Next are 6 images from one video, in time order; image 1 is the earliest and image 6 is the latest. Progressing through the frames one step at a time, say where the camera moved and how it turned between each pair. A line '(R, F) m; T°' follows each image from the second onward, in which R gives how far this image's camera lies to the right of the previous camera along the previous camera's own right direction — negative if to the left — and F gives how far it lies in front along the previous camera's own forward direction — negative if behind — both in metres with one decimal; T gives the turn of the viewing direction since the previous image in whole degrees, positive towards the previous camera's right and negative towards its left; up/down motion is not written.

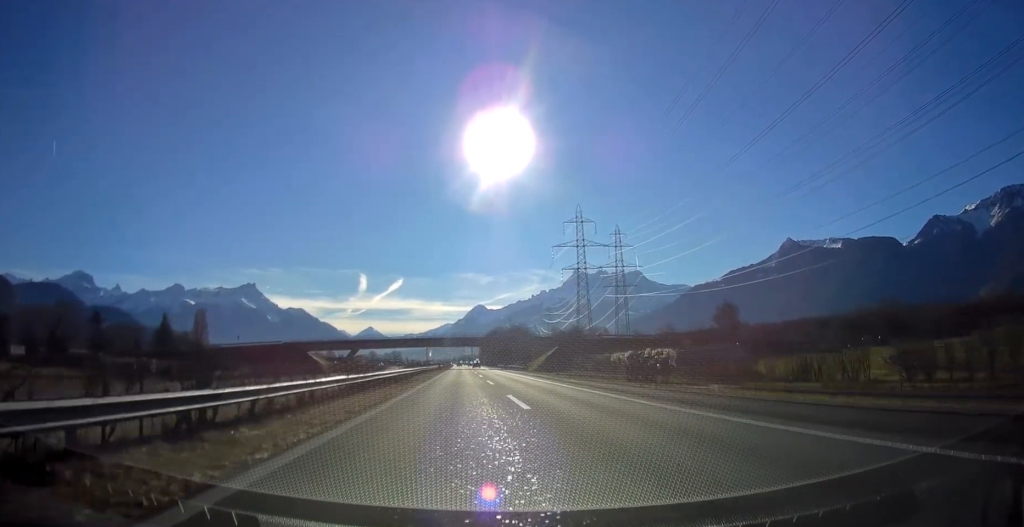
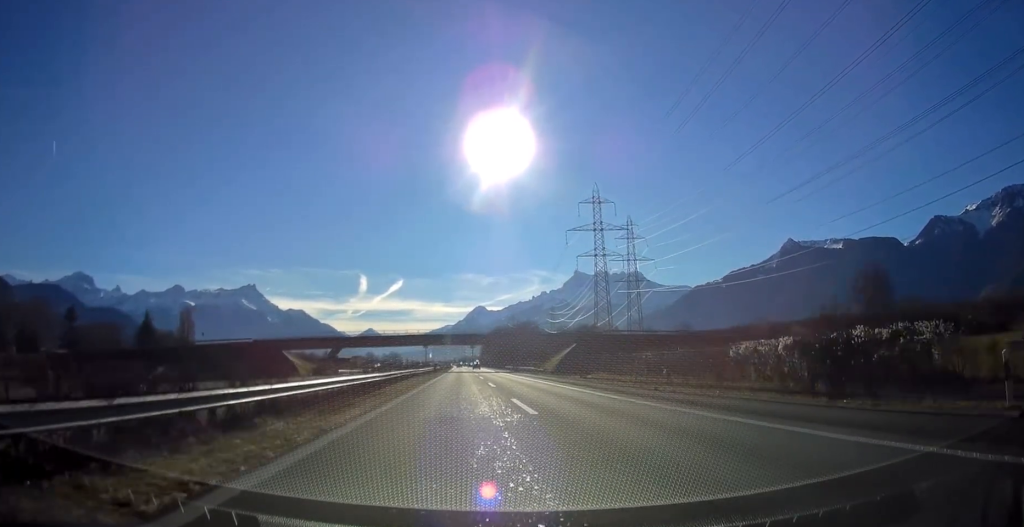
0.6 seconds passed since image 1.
(0.0, +20.3) m; 0°
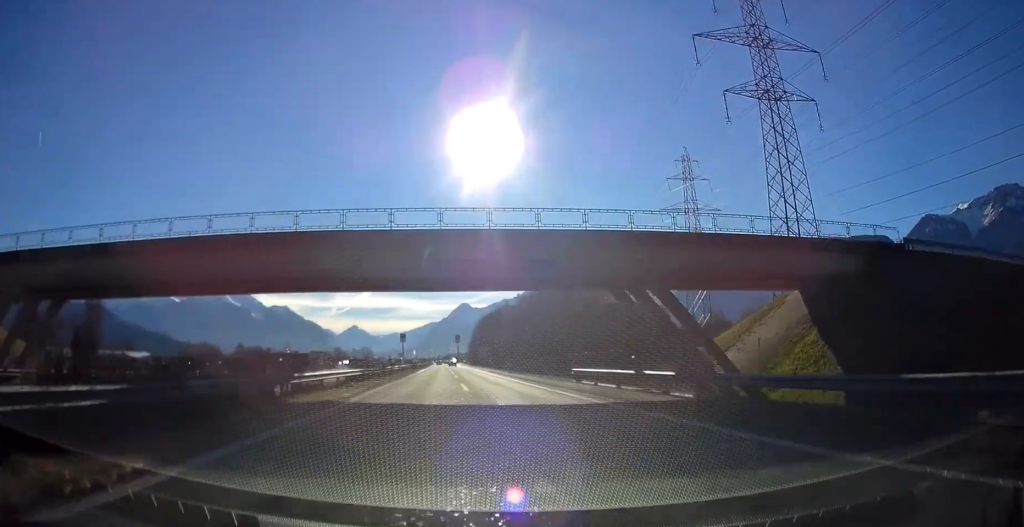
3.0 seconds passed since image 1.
(+0.7, +82.4) m; +1°
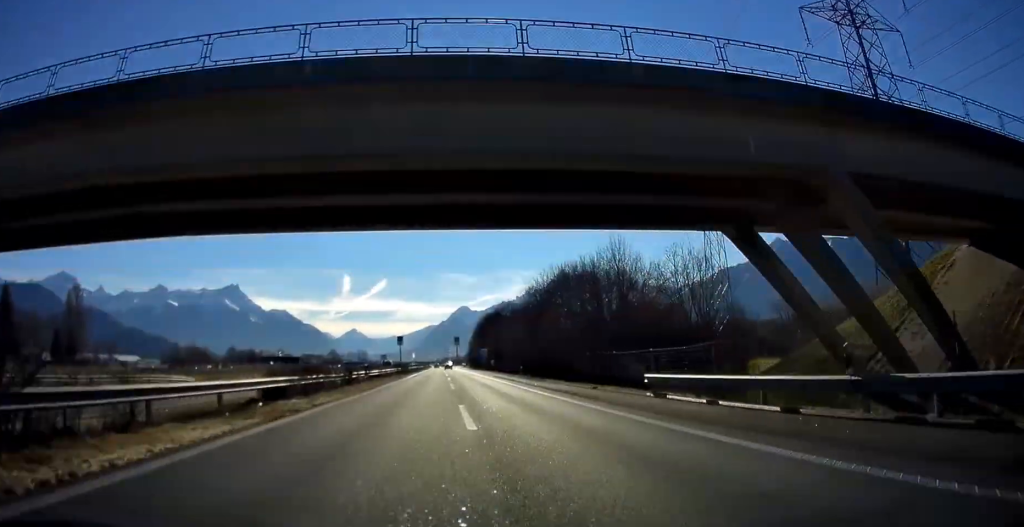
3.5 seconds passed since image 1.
(+0.1, +15.8) m; 0°
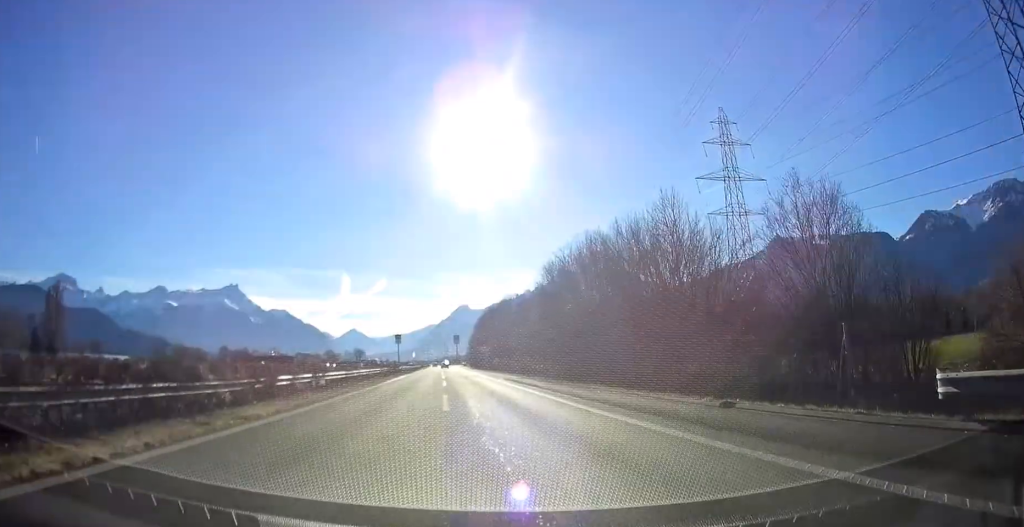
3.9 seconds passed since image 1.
(0.0, +14.7) m; 0°
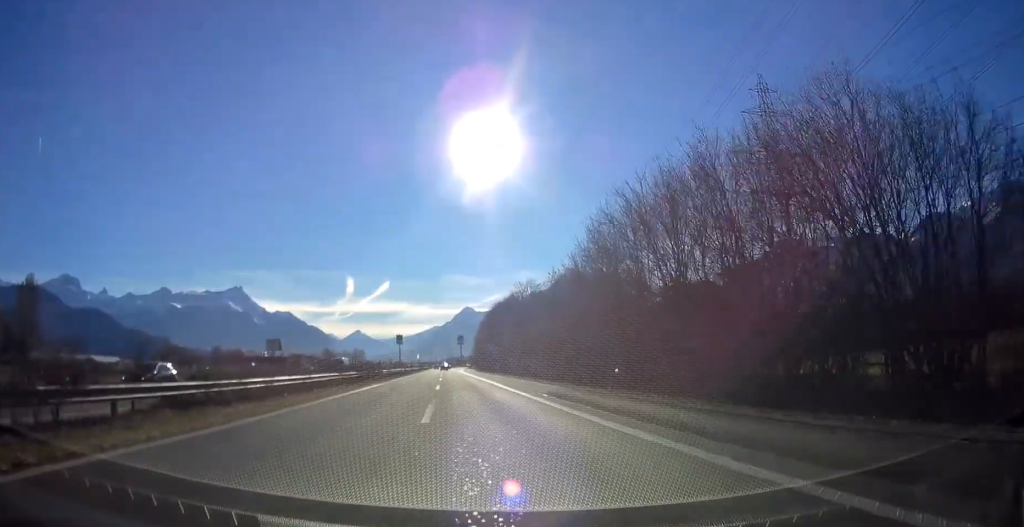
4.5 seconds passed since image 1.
(+0.1, +20.3) m; 0°
